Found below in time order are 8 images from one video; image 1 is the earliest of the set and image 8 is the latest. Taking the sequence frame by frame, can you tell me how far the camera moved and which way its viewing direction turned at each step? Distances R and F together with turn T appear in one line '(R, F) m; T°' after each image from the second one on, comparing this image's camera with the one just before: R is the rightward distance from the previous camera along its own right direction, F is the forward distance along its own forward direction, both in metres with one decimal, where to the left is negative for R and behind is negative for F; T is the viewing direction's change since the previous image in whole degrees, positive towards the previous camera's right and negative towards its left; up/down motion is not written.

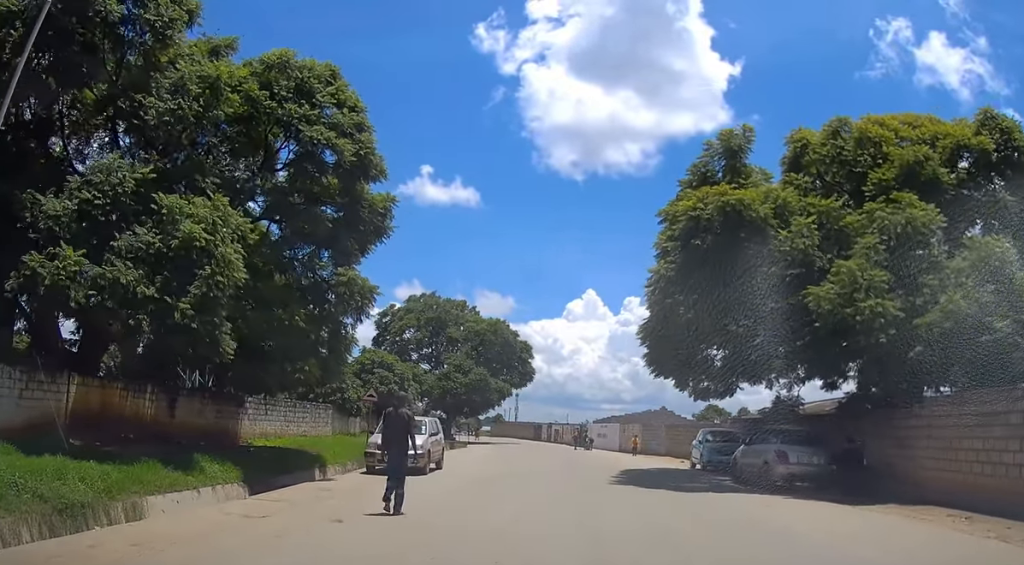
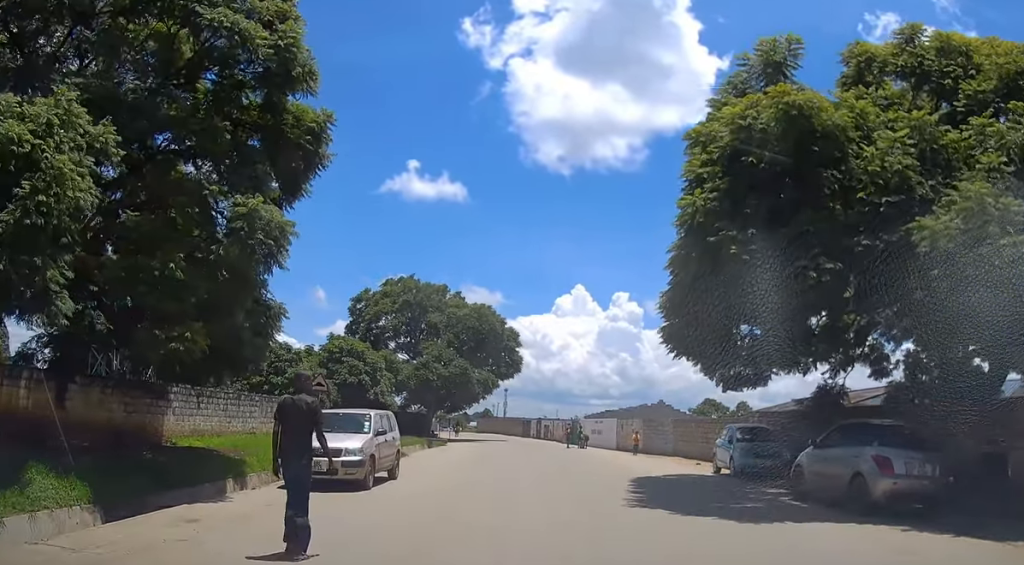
(0.0, +5.4) m; -3°
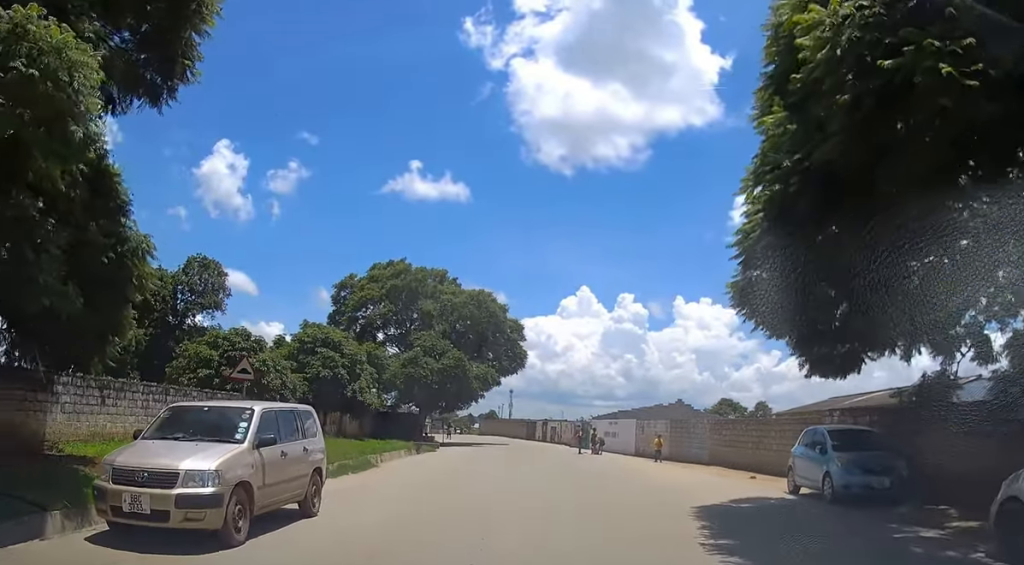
(-0.2, +6.5) m; 0°
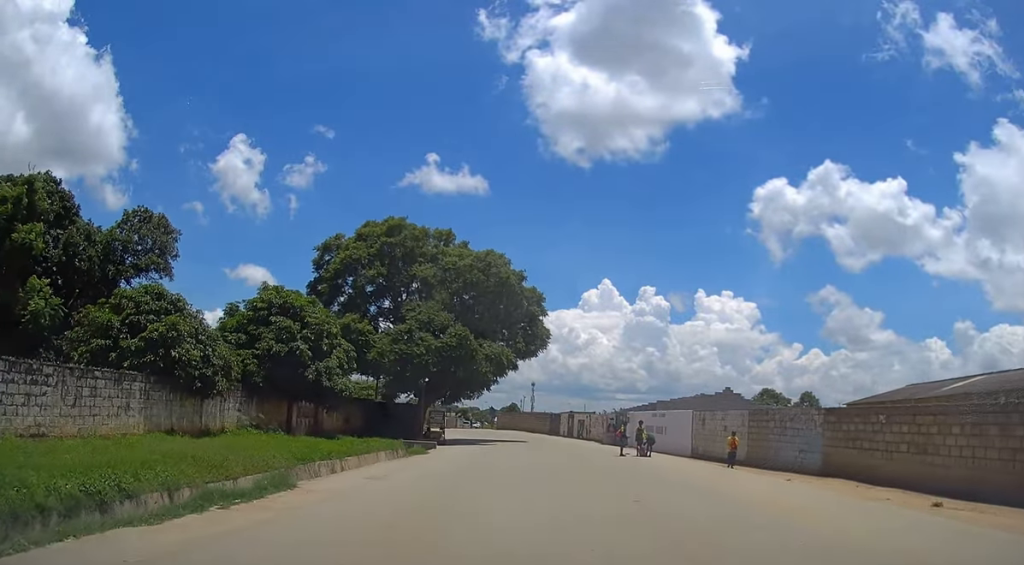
(+0.2, +9.2) m; +2°
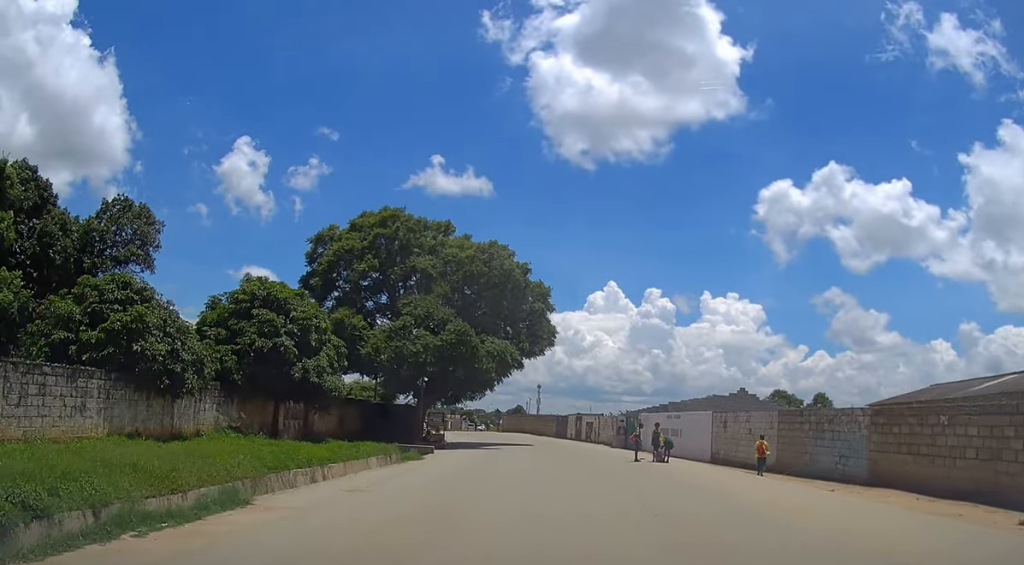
(0.0, +2.4) m; 0°
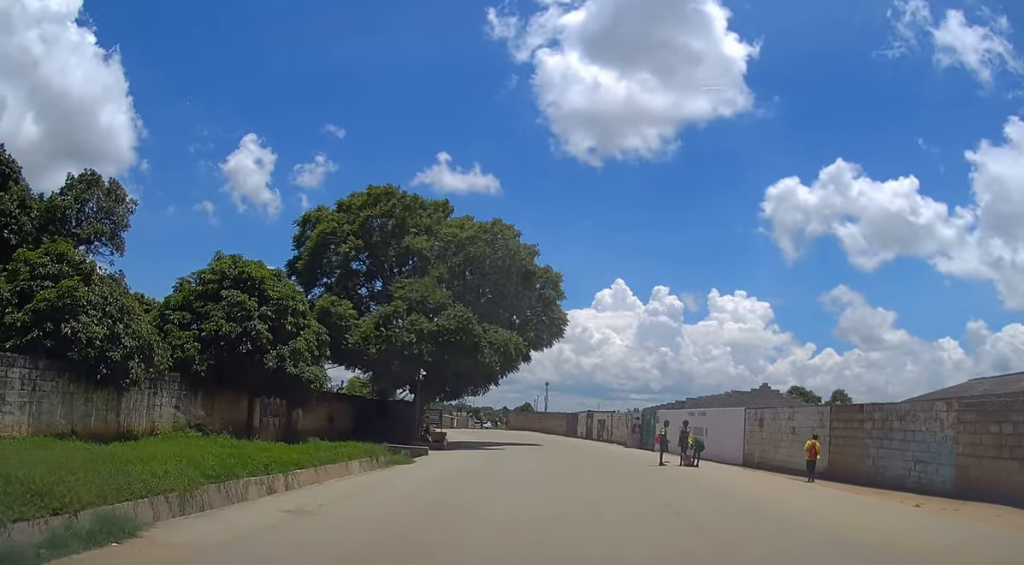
(+0.2, +3.4) m; -1°
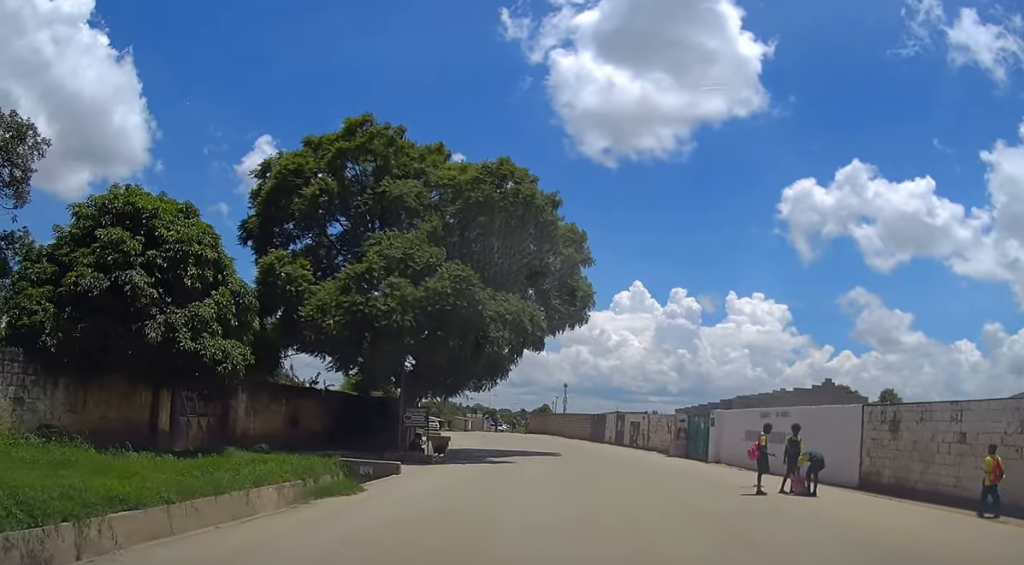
(-0.5, +8.1) m; -4°
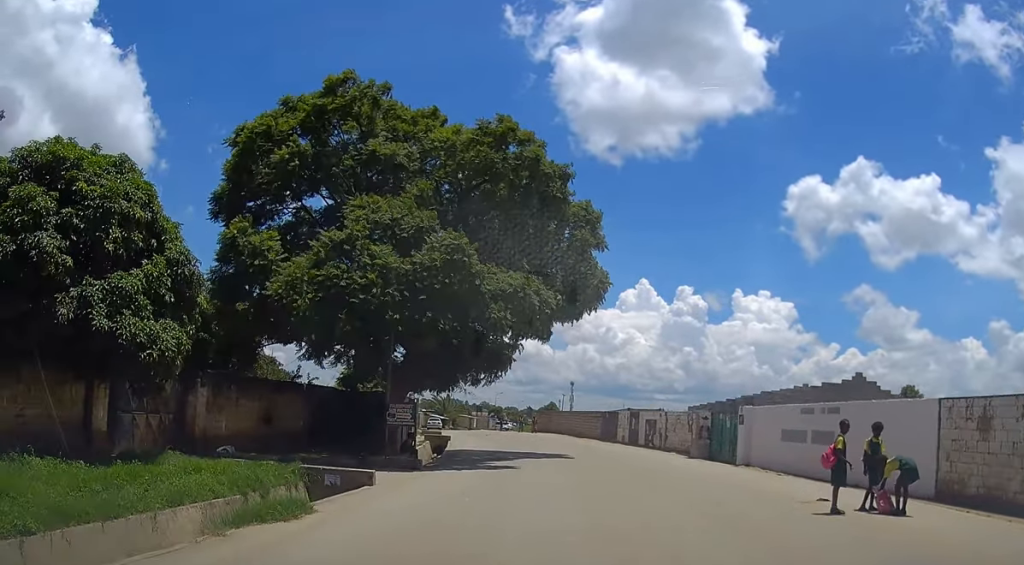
(0.0, +3.4) m; +1°
